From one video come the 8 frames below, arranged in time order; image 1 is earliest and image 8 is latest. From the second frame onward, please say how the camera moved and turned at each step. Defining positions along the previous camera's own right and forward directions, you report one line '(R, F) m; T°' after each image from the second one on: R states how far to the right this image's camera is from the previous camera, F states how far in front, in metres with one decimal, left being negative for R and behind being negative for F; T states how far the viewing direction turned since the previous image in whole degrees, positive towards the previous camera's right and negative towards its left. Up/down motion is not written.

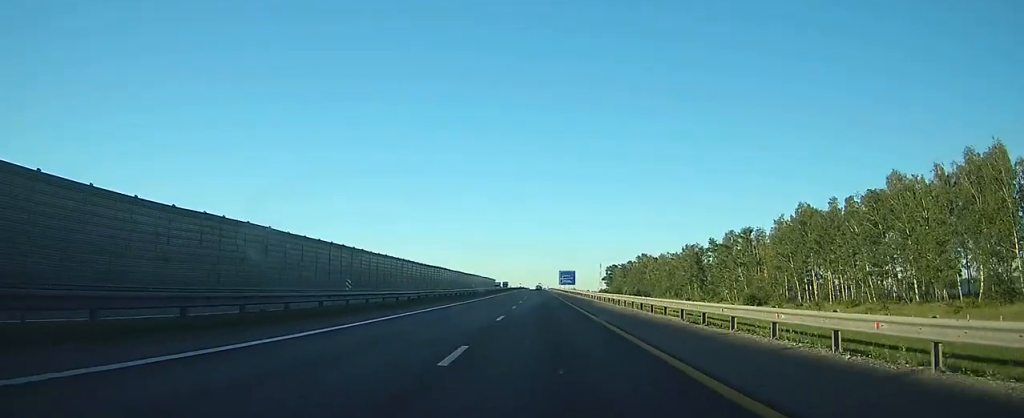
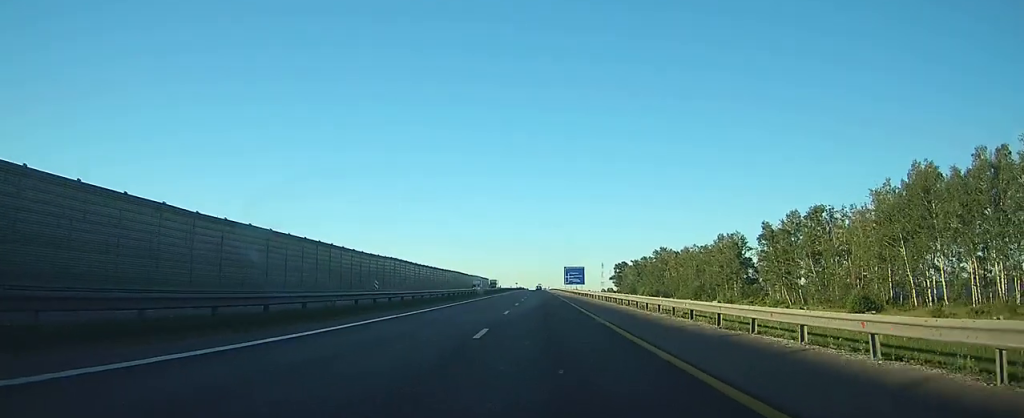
(+0.1, +43.2) m; 0°
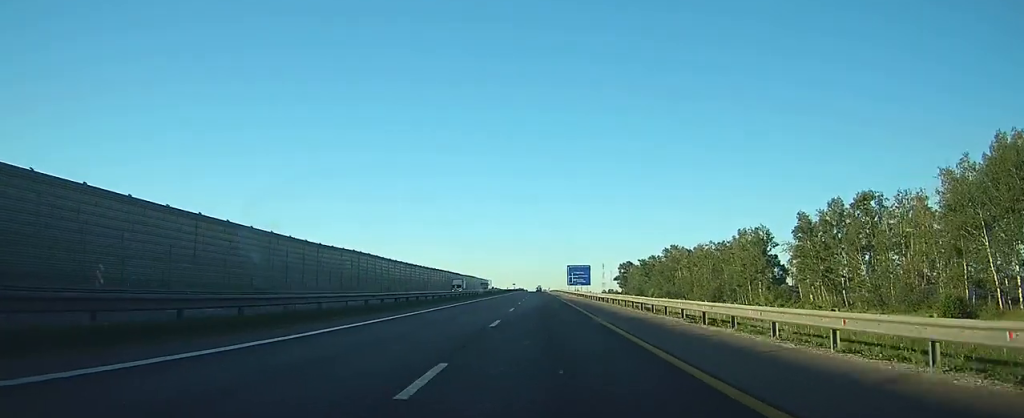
(0.0, +19.4) m; 0°
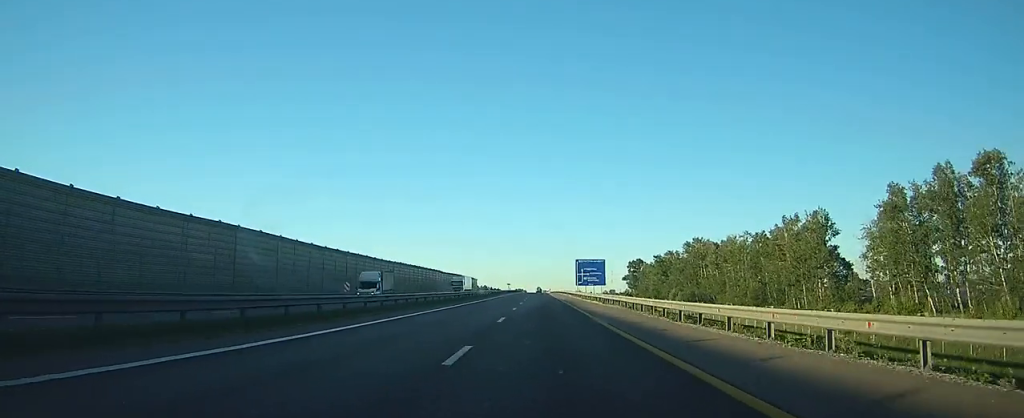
(0.0, +32.8) m; 0°
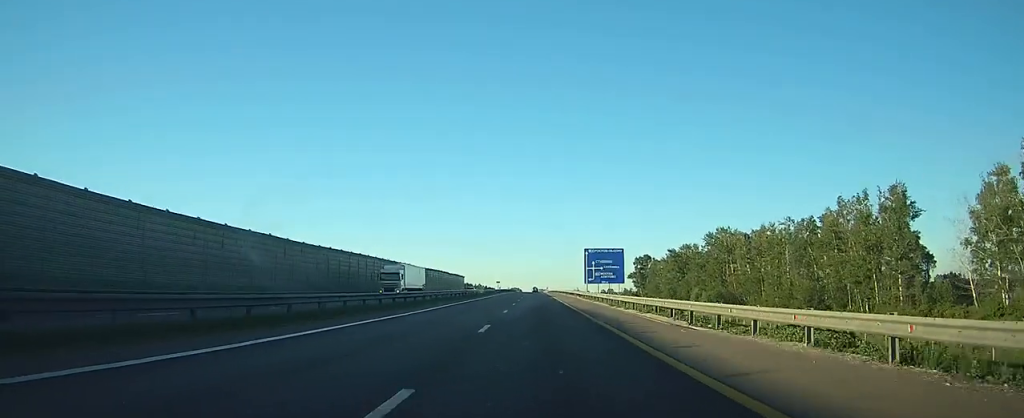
(+0.1, +29.4) m; 0°
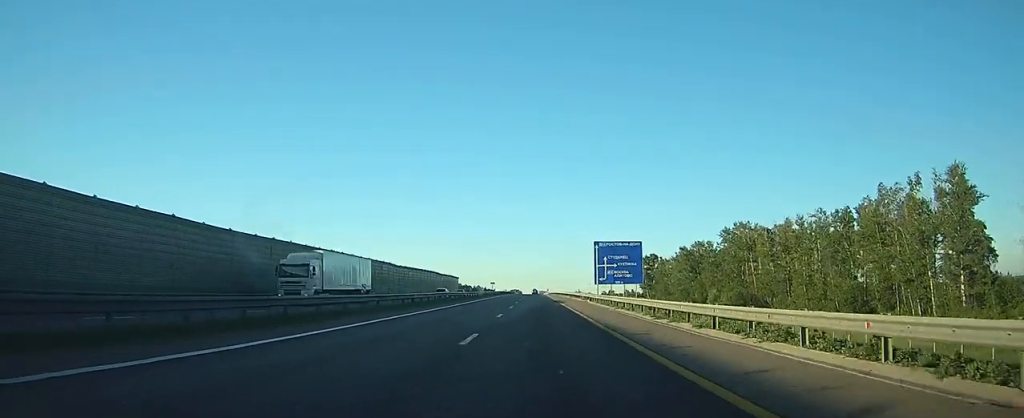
(0.0, +15.2) m; 0°
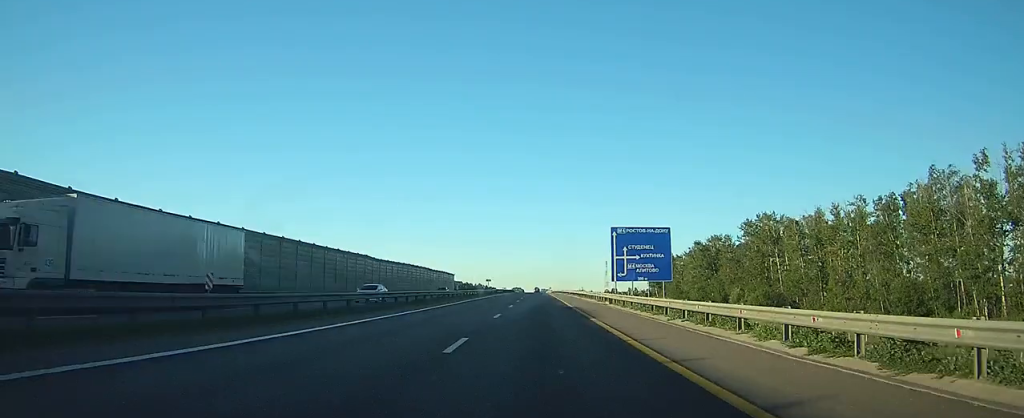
(0.0, +14.3) m; 0°
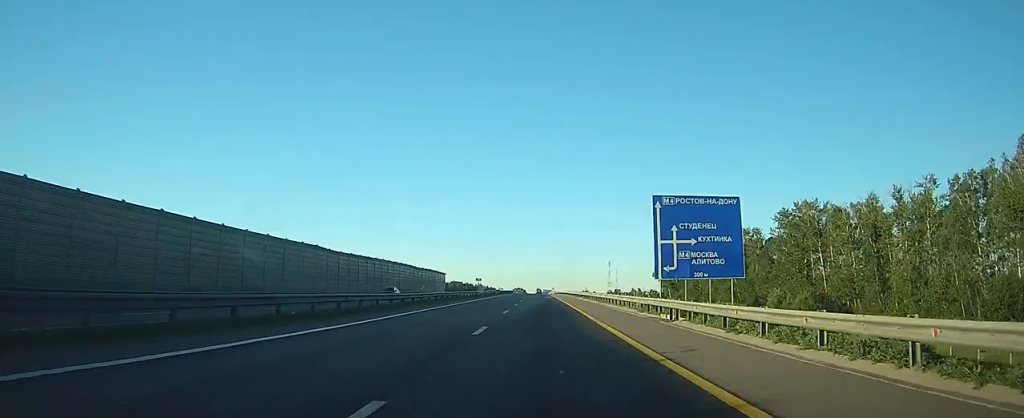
(0.0, +19.7) m; 0°
